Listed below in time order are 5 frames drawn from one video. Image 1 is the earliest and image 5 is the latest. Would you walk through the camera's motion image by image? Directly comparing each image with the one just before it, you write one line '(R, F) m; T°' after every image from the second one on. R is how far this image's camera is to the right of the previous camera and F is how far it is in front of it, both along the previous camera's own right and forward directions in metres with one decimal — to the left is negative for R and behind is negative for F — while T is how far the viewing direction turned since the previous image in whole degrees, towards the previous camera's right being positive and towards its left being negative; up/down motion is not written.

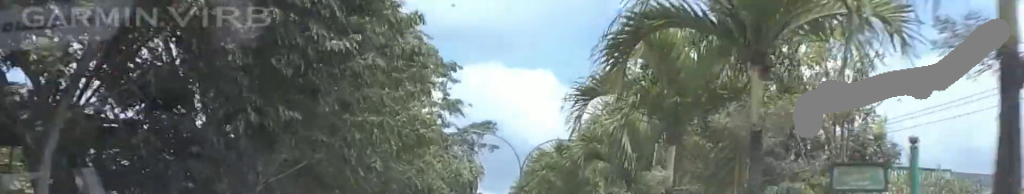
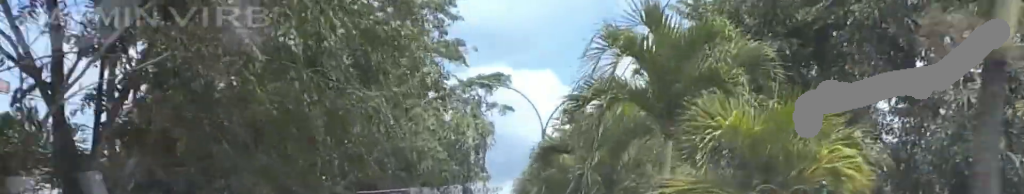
(+0.3, +11.8) m; 0°
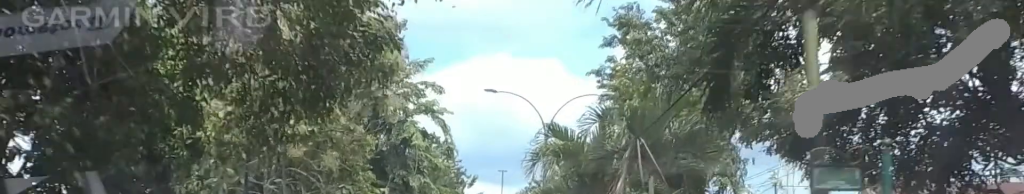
(-0.9, +50.6) m; +1°
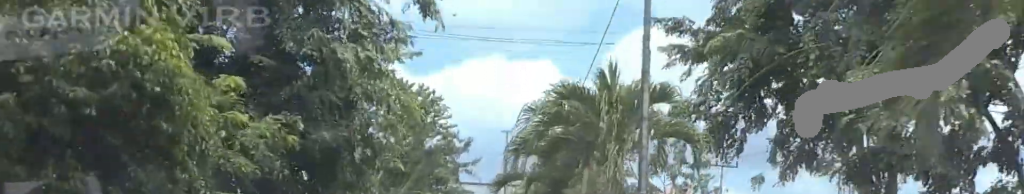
(-2.0, +23.3) m; -5°
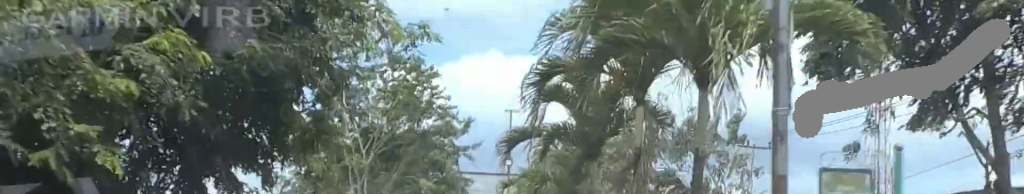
(-0.2, +6.5) m; +1°
